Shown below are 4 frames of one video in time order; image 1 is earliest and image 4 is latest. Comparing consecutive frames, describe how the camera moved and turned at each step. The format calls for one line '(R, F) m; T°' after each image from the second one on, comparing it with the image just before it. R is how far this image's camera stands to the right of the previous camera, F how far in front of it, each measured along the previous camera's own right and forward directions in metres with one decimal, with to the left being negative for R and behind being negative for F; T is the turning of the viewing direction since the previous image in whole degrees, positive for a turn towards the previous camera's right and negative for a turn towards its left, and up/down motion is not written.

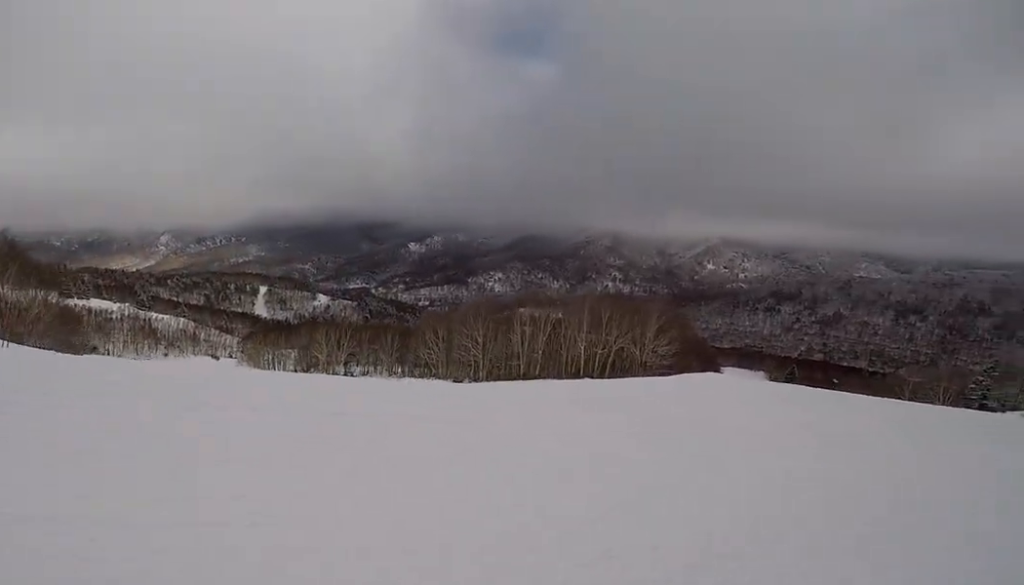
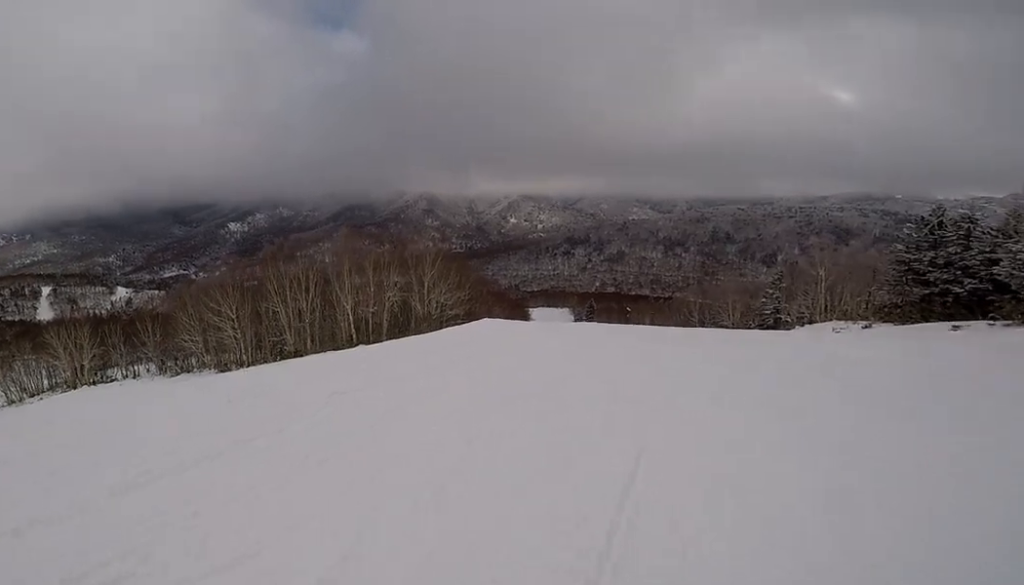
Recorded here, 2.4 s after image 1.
(-1.7, +16.6) m; -9°
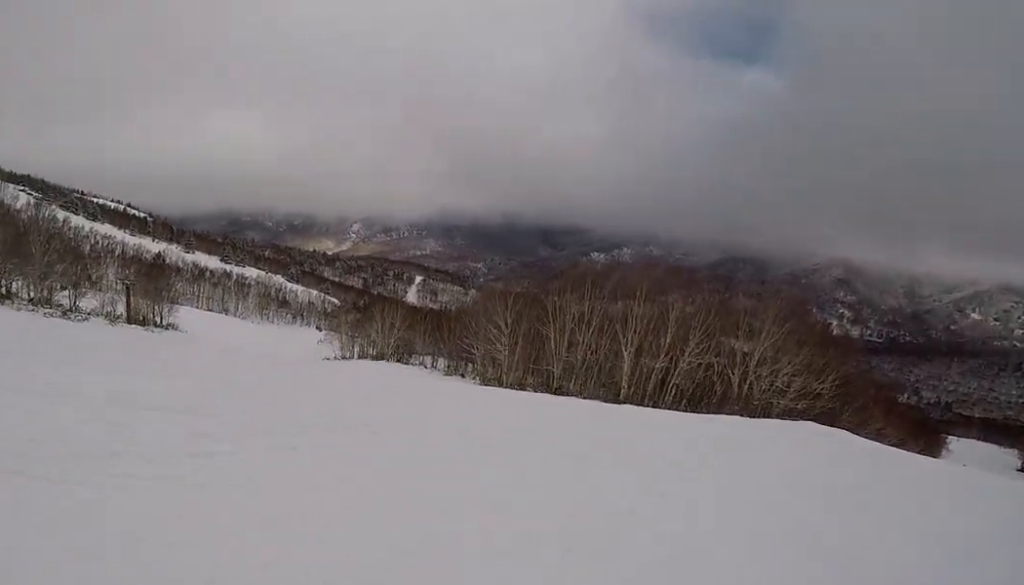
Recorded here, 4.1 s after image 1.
(+0.5, +7.8) m; -12°
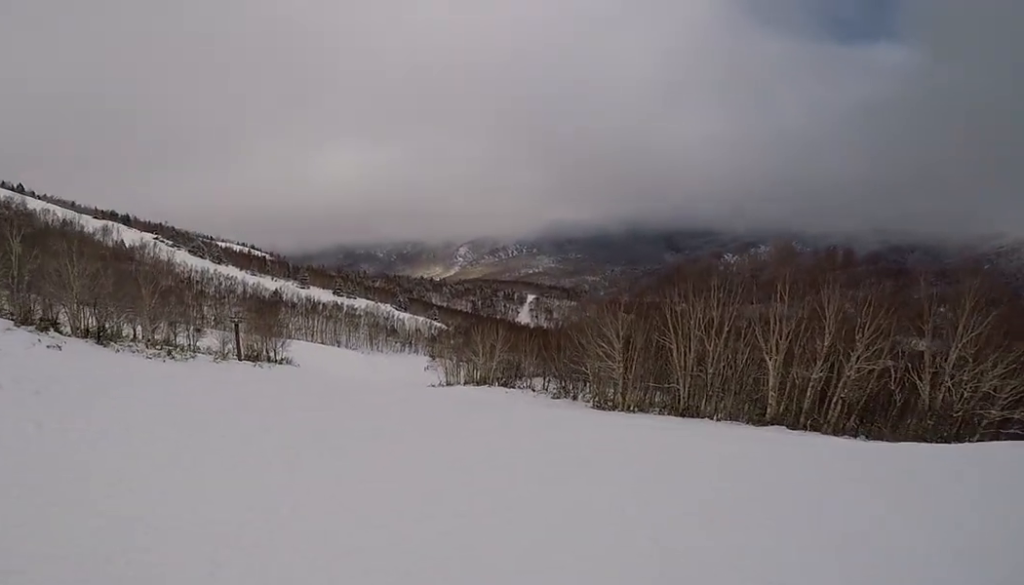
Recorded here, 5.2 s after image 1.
(-0.9, +3.5) m; -38°
